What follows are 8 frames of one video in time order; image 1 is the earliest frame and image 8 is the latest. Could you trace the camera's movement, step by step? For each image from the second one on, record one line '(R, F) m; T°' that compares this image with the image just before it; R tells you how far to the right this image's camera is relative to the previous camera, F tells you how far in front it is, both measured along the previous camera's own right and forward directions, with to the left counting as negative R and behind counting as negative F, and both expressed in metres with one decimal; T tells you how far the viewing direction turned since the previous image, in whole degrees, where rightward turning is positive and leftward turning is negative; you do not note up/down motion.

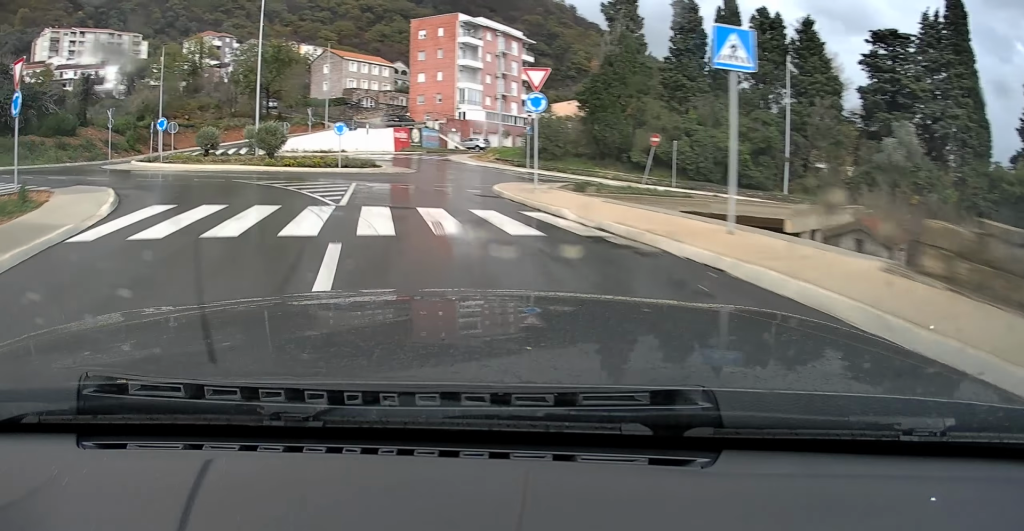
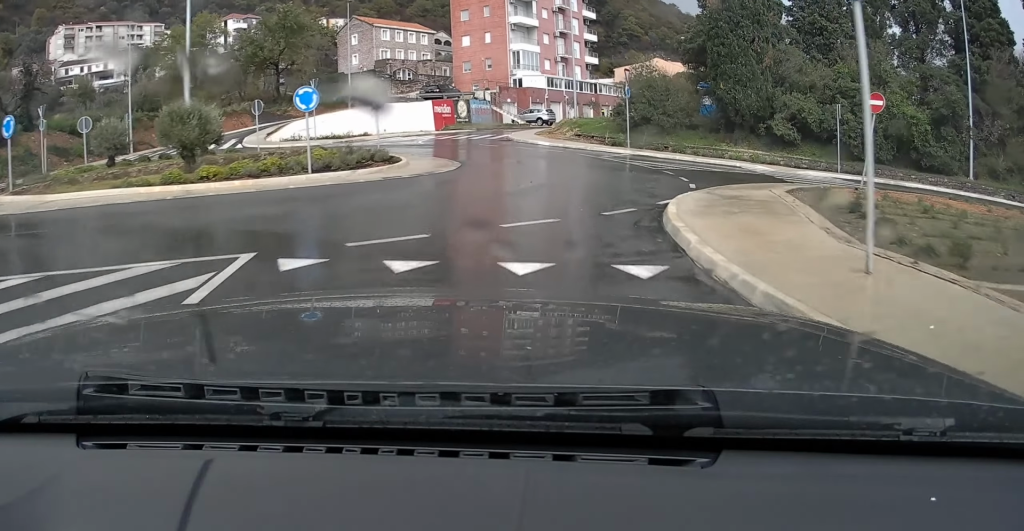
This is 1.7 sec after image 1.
(-1.6, +14.5) m; -8°
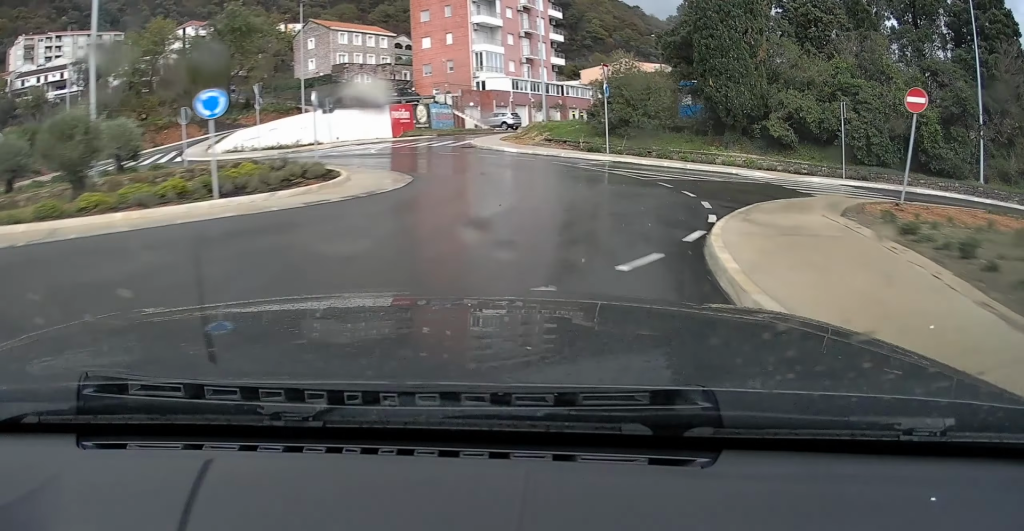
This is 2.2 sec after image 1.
(0.0, +3.6) m; 0°
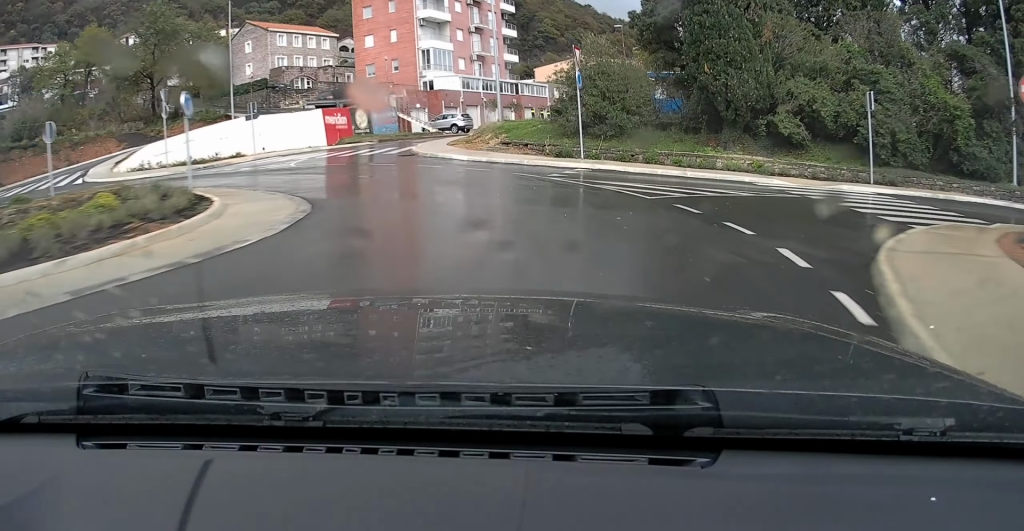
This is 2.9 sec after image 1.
(-0.1, +5.5) m; +3°
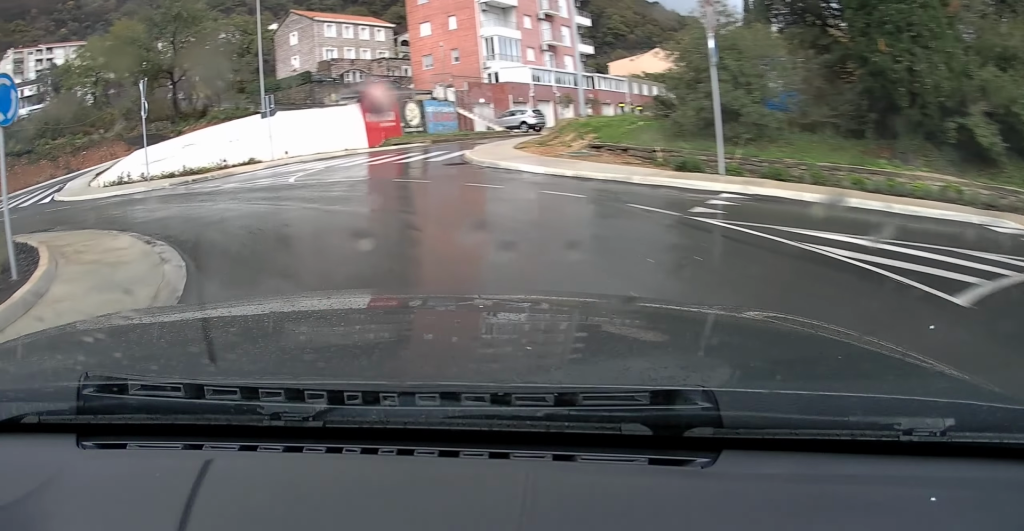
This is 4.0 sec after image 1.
(+0.4, +7.4) m; -4°
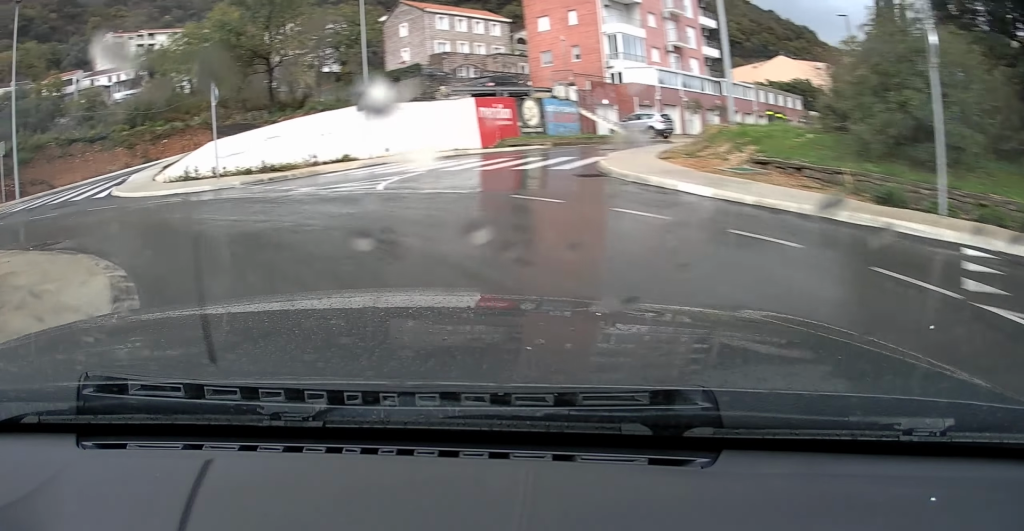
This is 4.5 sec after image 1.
(-0.4, +3.6) m; -10°
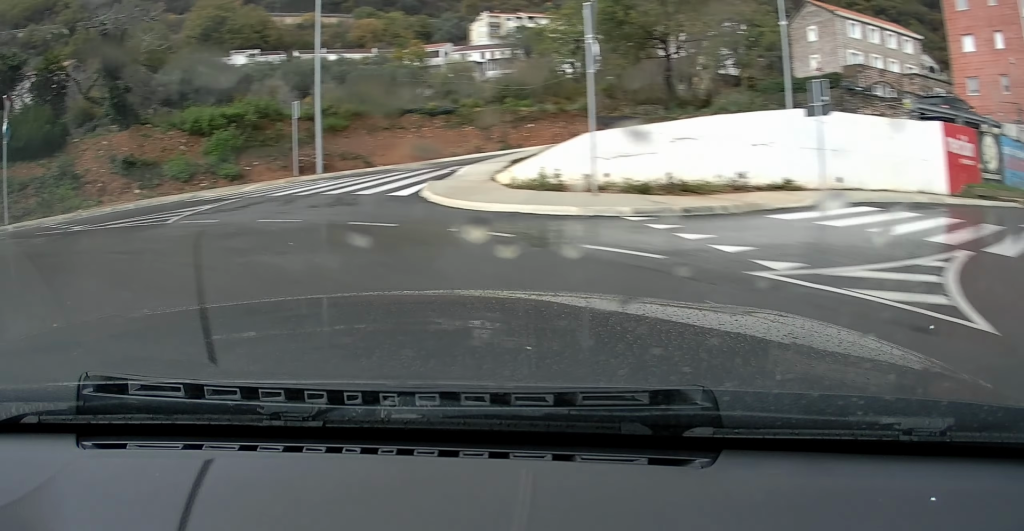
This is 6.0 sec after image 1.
(-2.2, +7.8) m; -42°
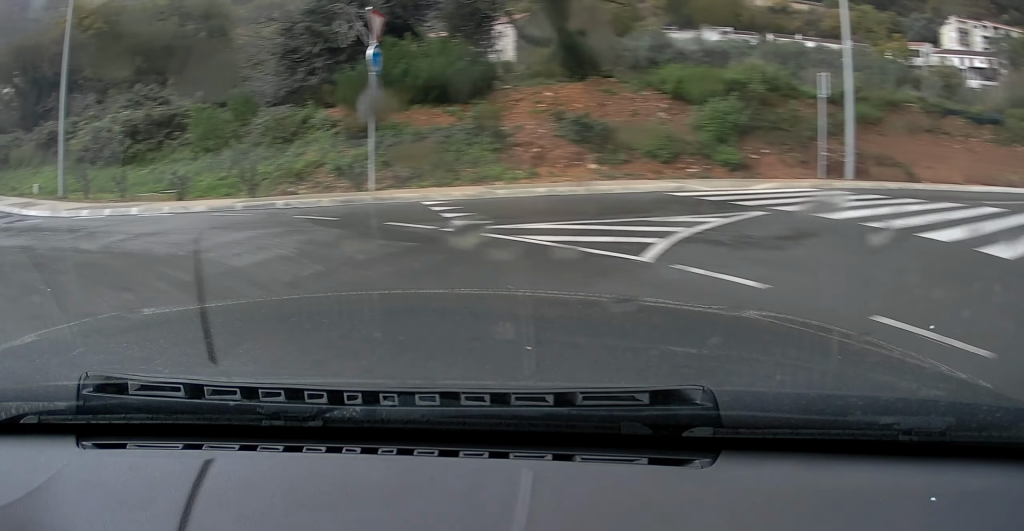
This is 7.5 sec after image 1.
(-3.4, +6.6) m; -46°
